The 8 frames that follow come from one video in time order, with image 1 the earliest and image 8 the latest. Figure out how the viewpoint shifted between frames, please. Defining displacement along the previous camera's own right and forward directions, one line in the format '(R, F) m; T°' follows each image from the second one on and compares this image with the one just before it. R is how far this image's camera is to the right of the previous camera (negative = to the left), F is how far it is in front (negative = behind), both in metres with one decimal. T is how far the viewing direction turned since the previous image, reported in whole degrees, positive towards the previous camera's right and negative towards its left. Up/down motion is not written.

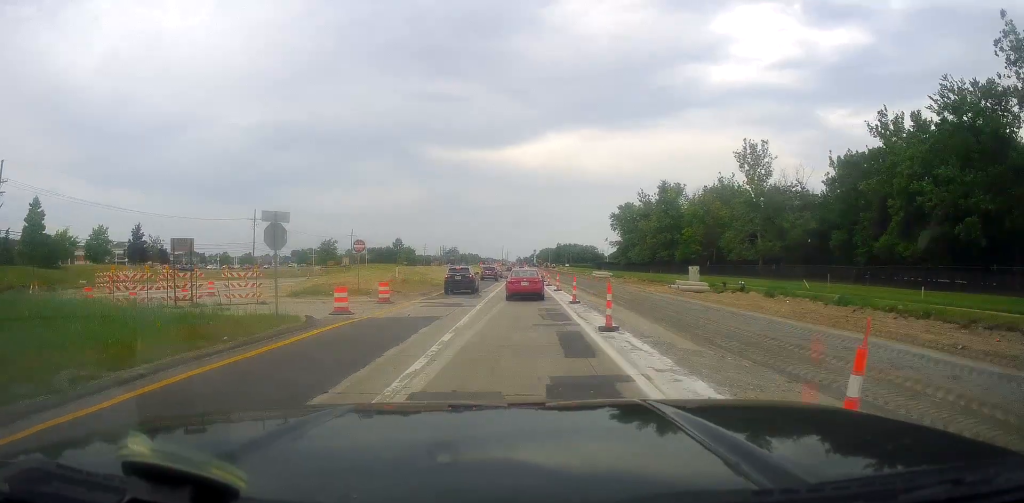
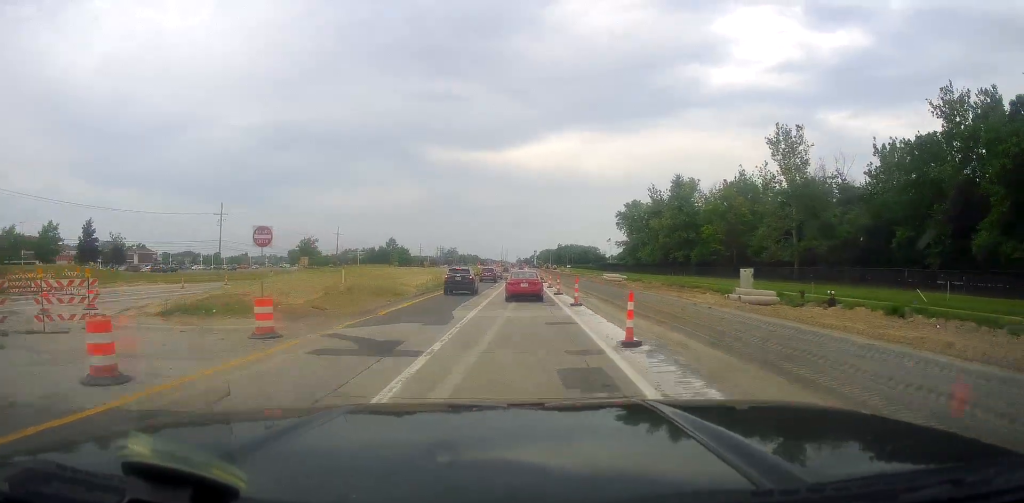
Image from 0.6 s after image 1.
(+0.2, +12.6) m; +1°
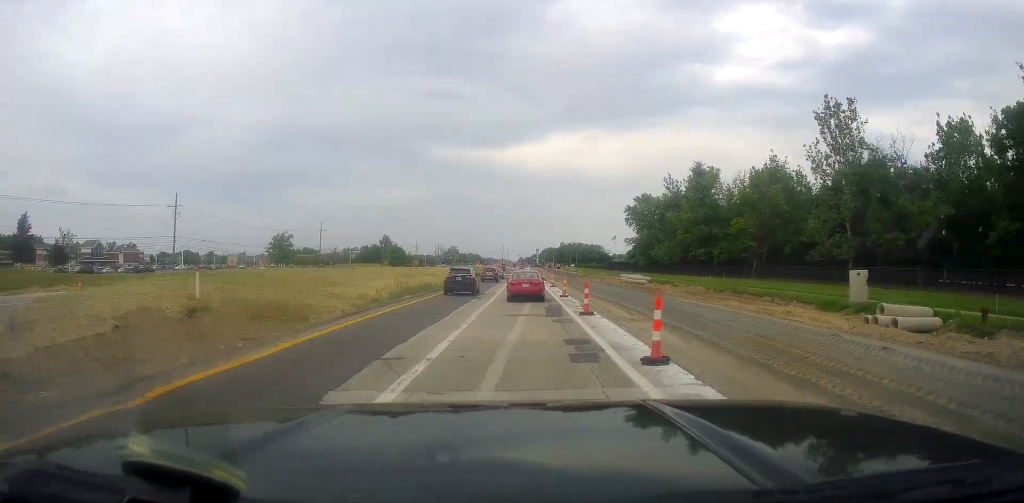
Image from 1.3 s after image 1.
(0.0, +14.0) m; -1°
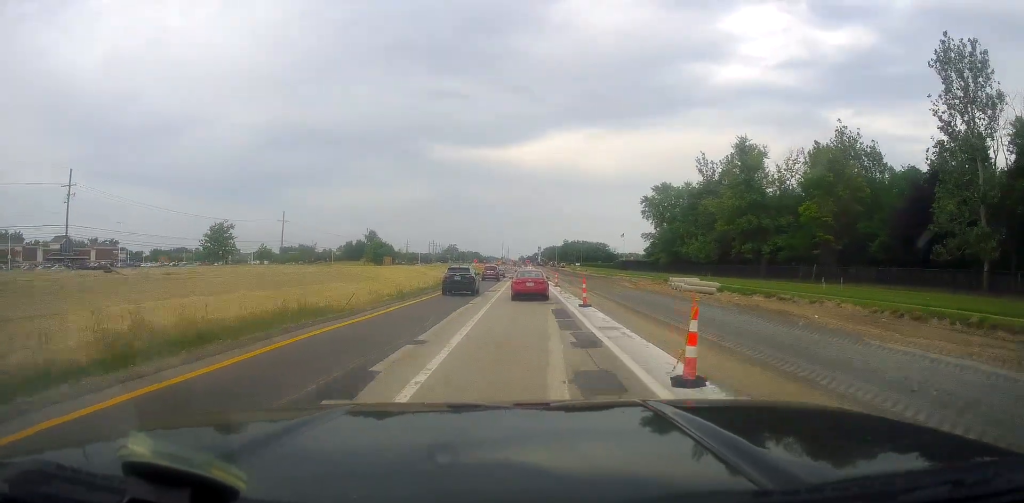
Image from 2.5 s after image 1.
(-0.6, +23.2) m; -1°
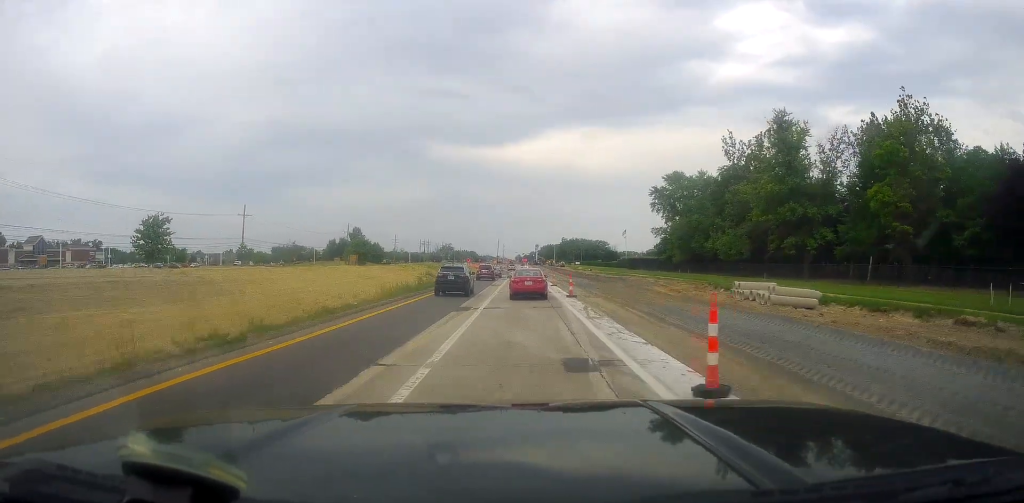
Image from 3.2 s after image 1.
(+0.3, +16.0) m; +1°
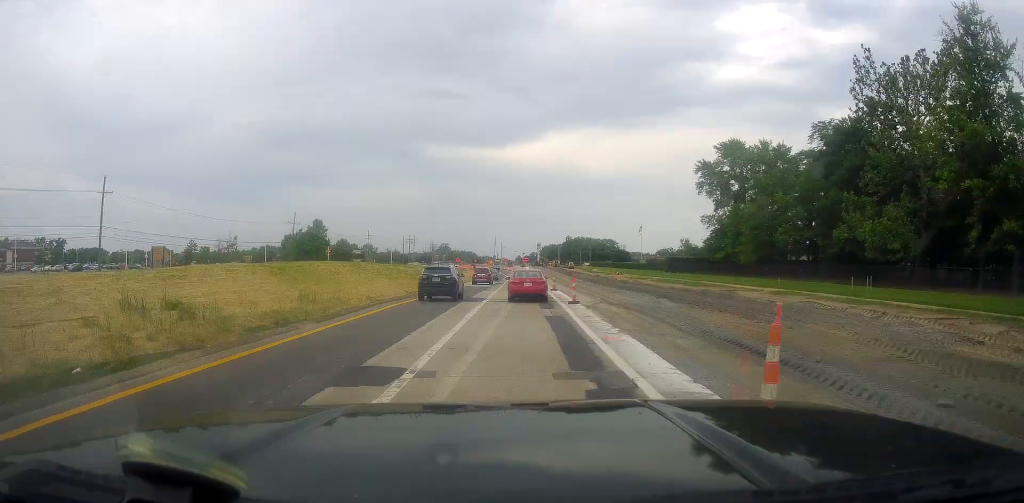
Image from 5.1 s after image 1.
(+0.7, +38.7) m; +1°
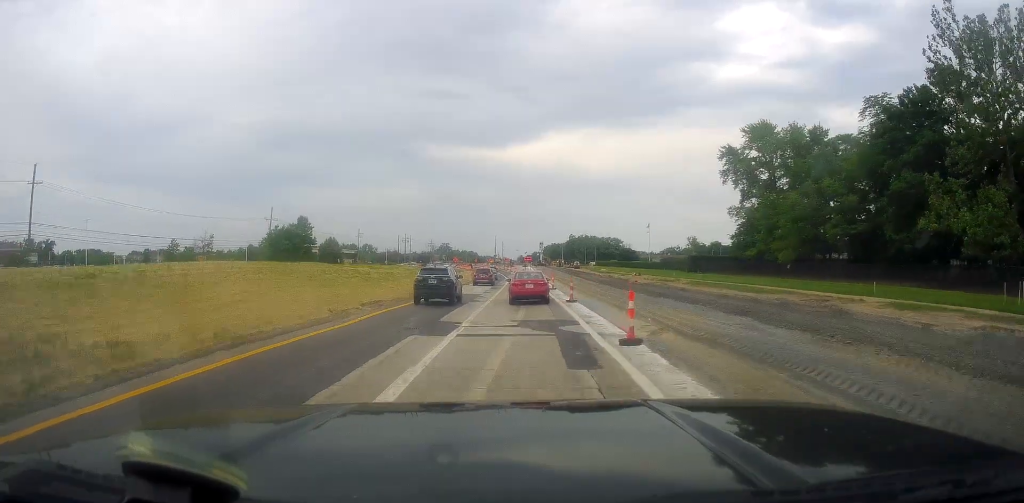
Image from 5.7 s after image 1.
(+0.1, +12.8) m; -1°
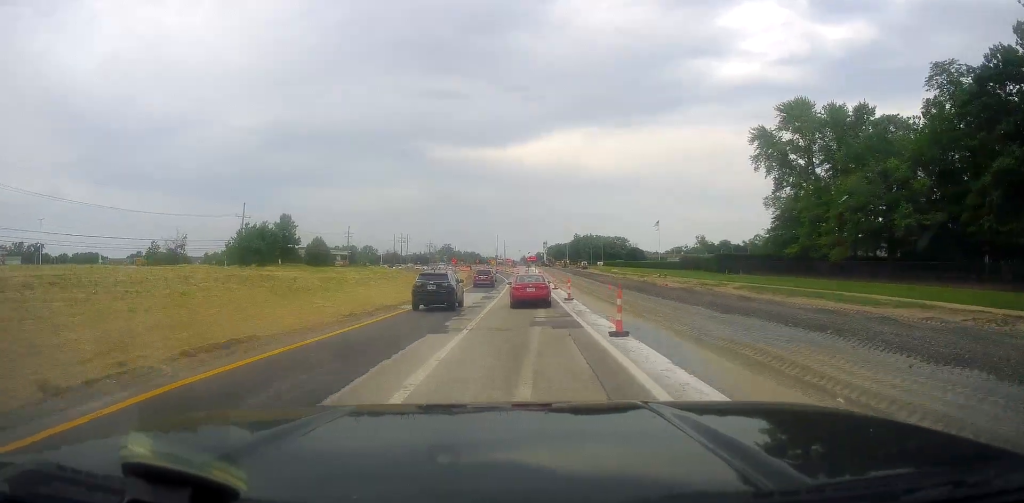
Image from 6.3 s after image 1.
(-0.2, +12.8) m; 0°
